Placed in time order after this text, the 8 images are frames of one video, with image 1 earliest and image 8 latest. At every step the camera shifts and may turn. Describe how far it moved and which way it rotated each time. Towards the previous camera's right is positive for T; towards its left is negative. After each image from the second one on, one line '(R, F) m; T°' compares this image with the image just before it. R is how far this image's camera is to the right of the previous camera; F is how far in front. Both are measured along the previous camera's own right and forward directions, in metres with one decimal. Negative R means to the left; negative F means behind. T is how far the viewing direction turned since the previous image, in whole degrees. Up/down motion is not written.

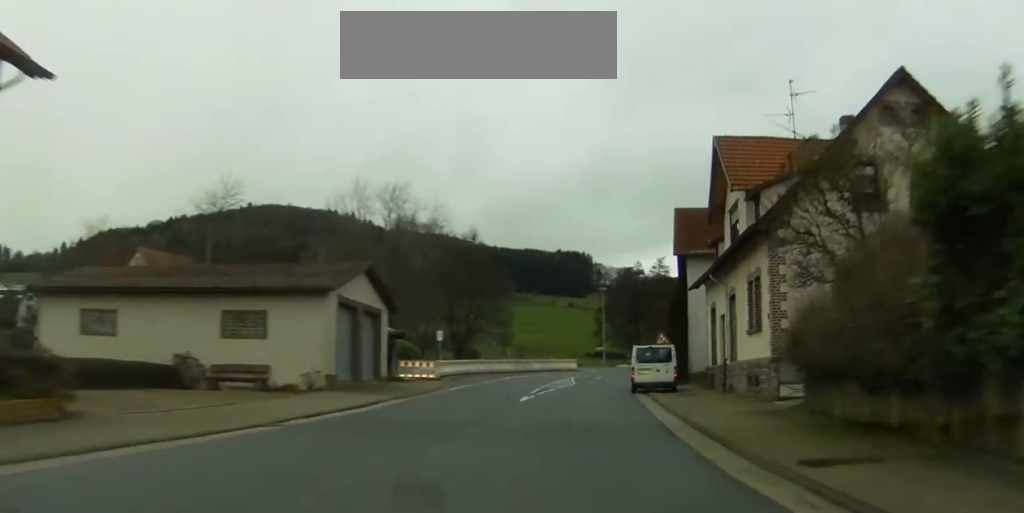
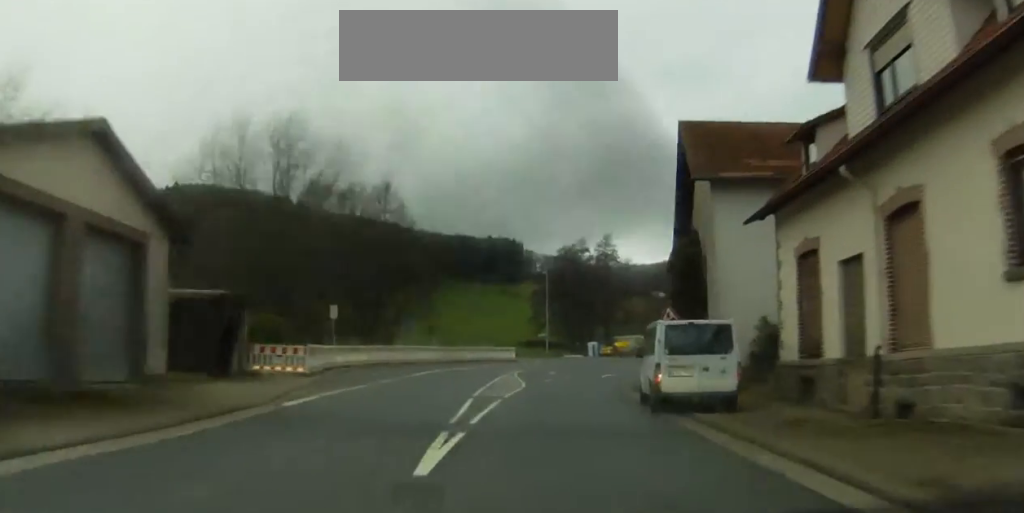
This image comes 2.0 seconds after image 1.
(+0.6, +17.1) m; +5°
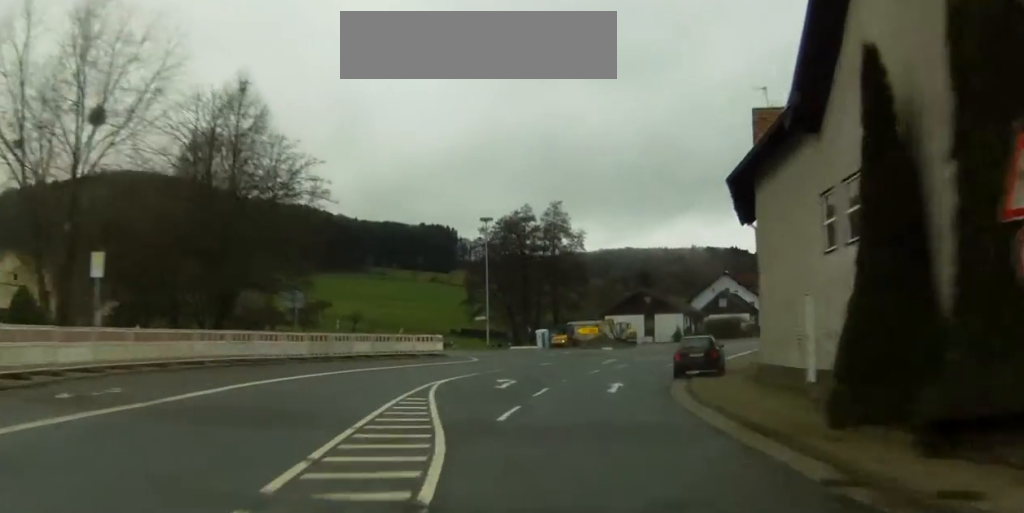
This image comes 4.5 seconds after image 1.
(+1.6, +24.8) m; +7°
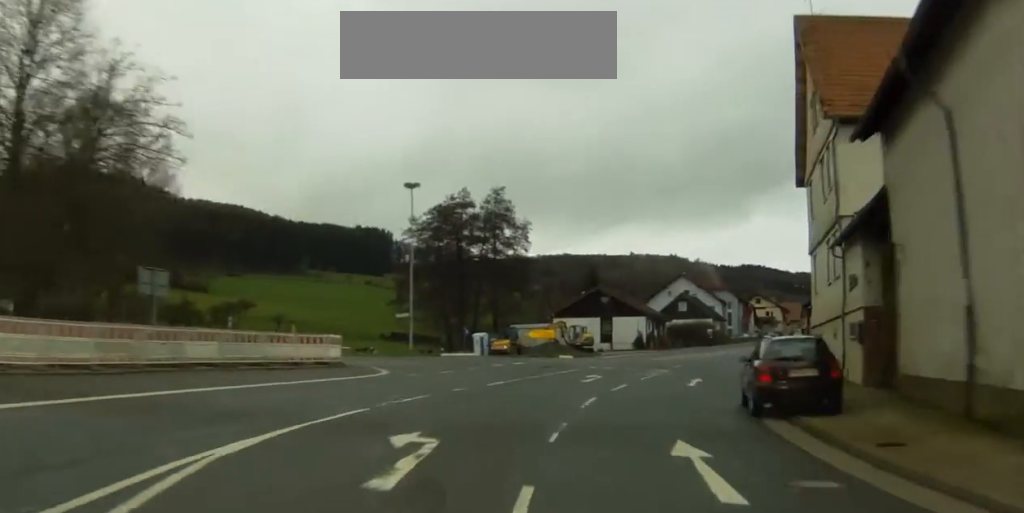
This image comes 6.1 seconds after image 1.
(+0.6, +17.0) m; +4°
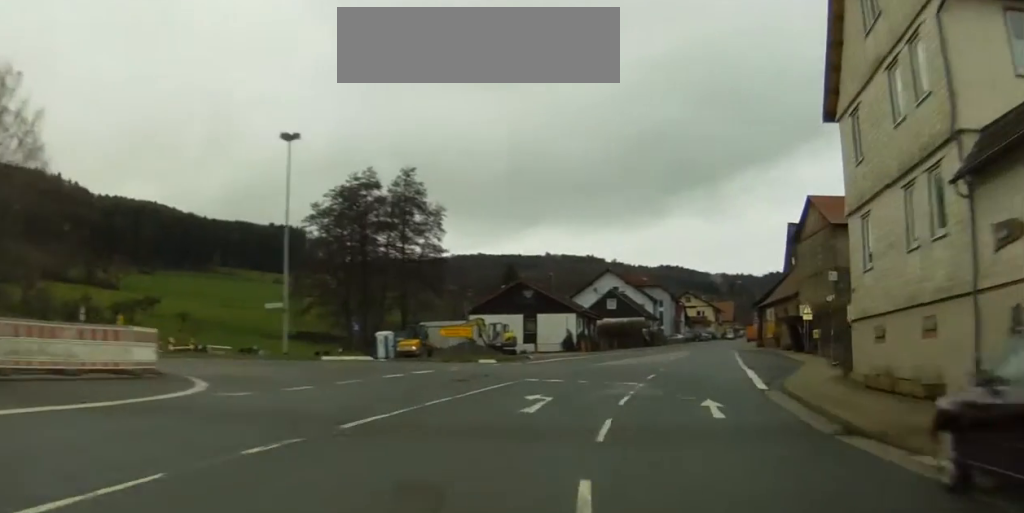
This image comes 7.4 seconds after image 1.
(+0.4, +12.1) m; +3°
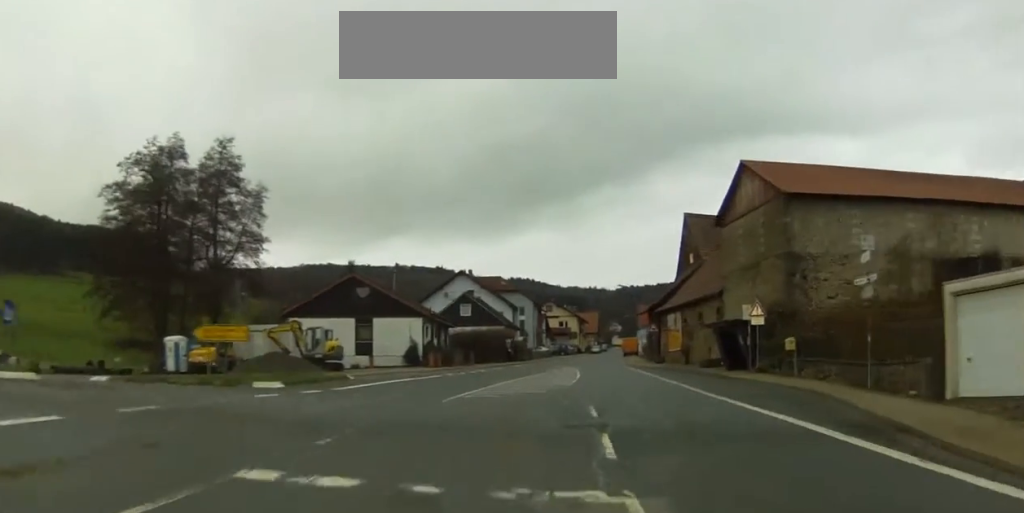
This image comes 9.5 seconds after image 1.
(+1.0, +17.8) m; +3°
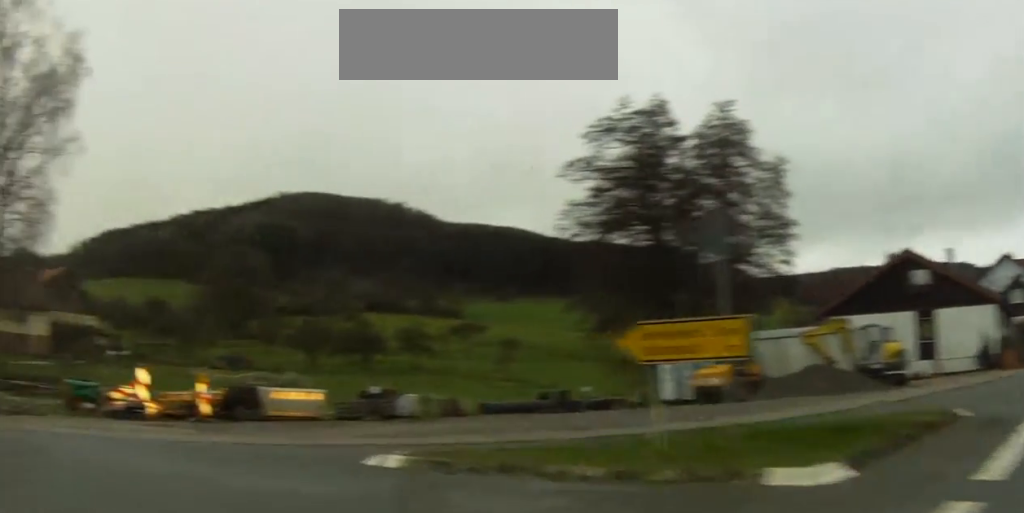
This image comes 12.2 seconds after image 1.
(-0.6, +18.1) m; -16°
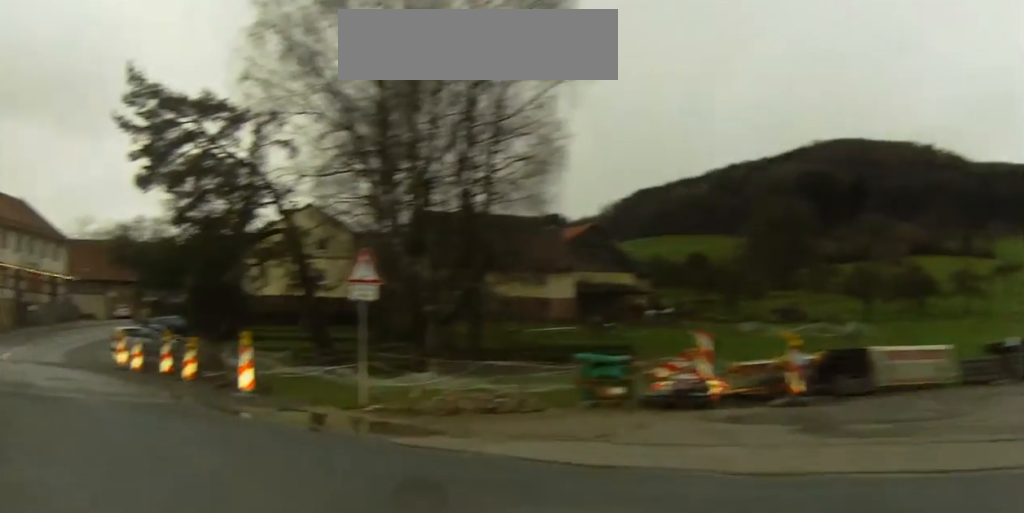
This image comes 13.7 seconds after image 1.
(-2.1, +9.6) m; -19°
